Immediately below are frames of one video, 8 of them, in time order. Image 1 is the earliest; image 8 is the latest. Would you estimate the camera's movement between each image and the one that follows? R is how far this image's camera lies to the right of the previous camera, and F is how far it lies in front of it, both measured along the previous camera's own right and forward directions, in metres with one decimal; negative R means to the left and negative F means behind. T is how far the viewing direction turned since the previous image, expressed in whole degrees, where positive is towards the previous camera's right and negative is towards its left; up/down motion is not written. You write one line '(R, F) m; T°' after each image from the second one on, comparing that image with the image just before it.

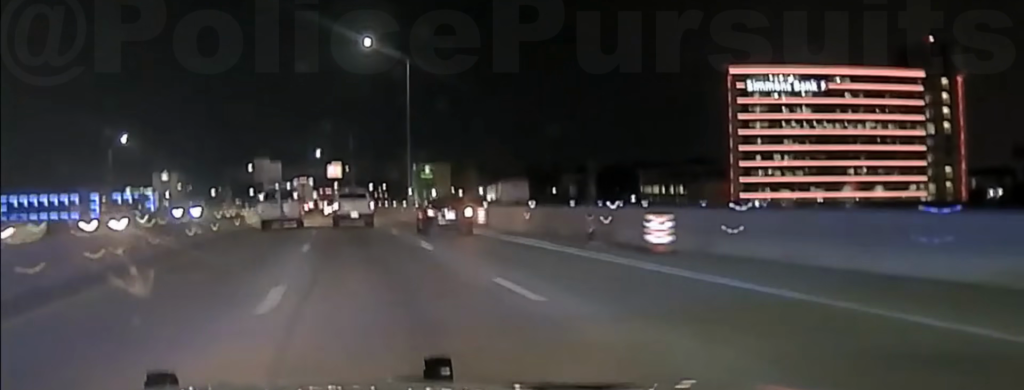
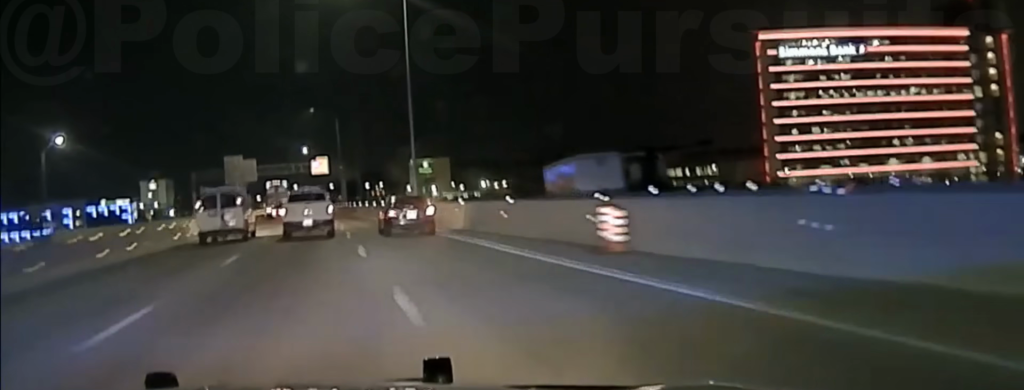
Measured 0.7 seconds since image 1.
(+0.3, +29.4) m; 0°
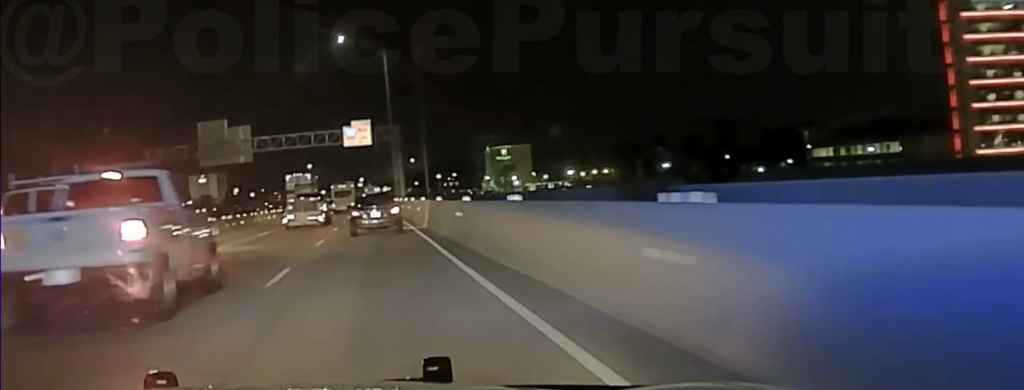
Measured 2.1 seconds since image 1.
(-0.2, +63.2) m; -2°
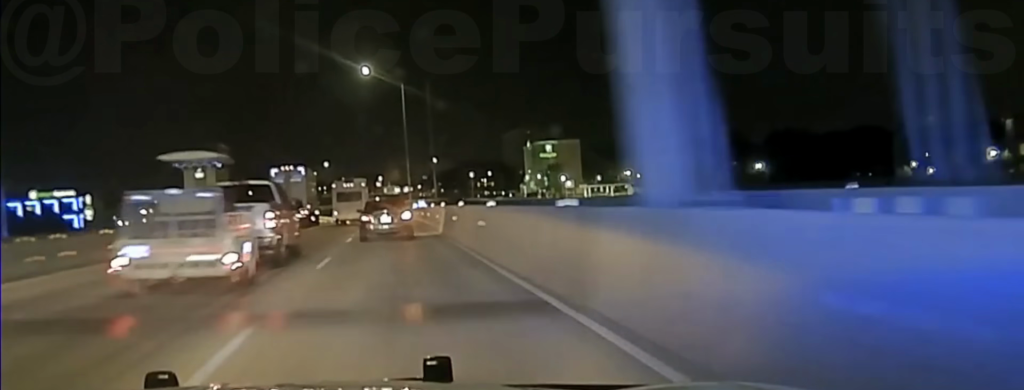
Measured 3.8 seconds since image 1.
(-2.6, +65.1) m; -3°
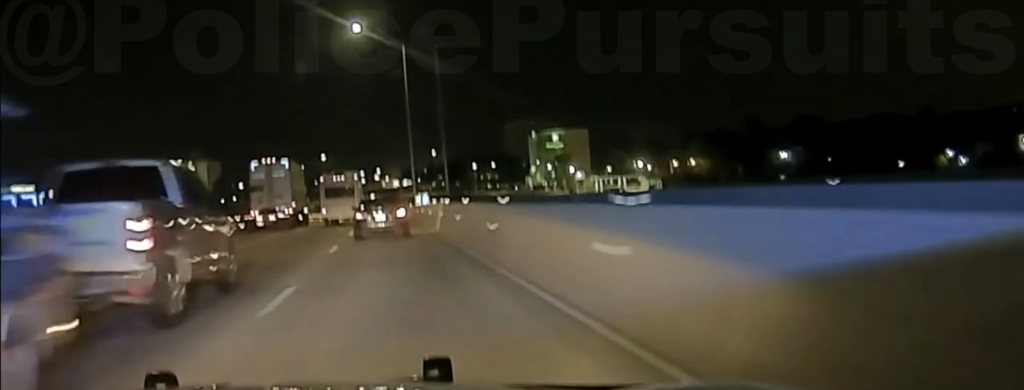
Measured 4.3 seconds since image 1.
(-0.1, +16.7) m; 0°
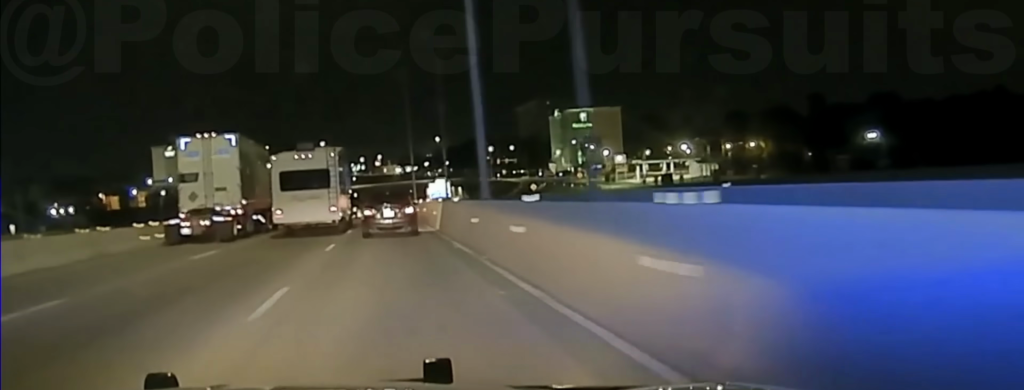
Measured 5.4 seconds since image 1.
(+0.4, +43.4) m; +1°
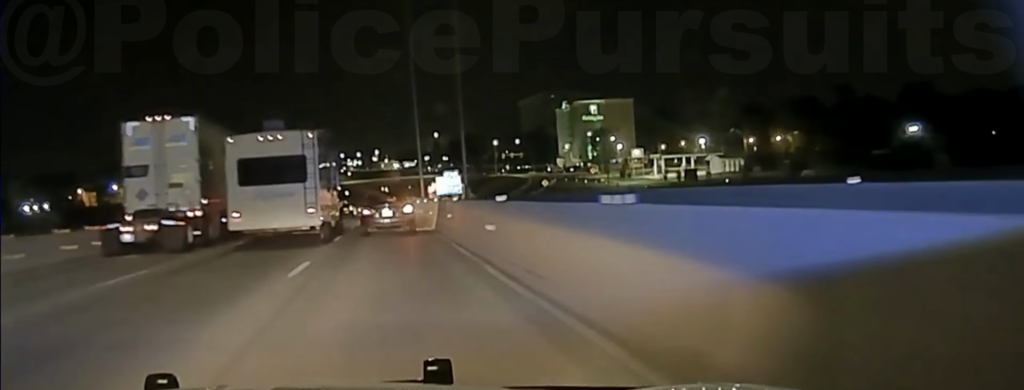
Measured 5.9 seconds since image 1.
(+0.1, +17.4) m; 0°
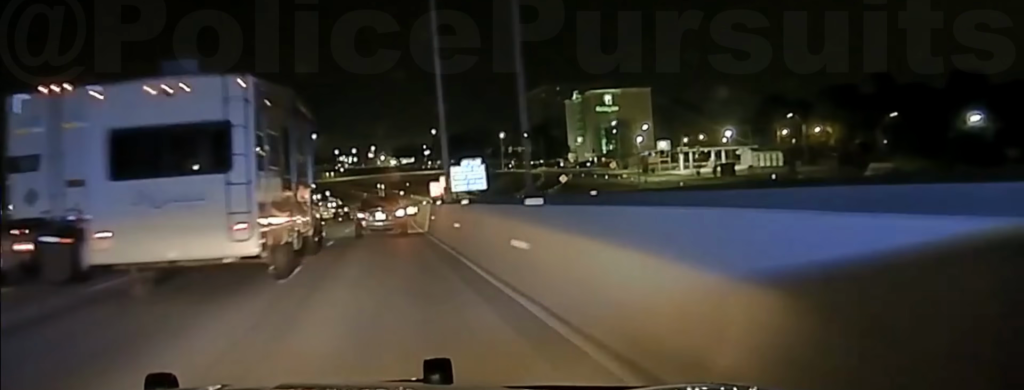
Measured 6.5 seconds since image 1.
(0.0, +24.8) m; 0°
